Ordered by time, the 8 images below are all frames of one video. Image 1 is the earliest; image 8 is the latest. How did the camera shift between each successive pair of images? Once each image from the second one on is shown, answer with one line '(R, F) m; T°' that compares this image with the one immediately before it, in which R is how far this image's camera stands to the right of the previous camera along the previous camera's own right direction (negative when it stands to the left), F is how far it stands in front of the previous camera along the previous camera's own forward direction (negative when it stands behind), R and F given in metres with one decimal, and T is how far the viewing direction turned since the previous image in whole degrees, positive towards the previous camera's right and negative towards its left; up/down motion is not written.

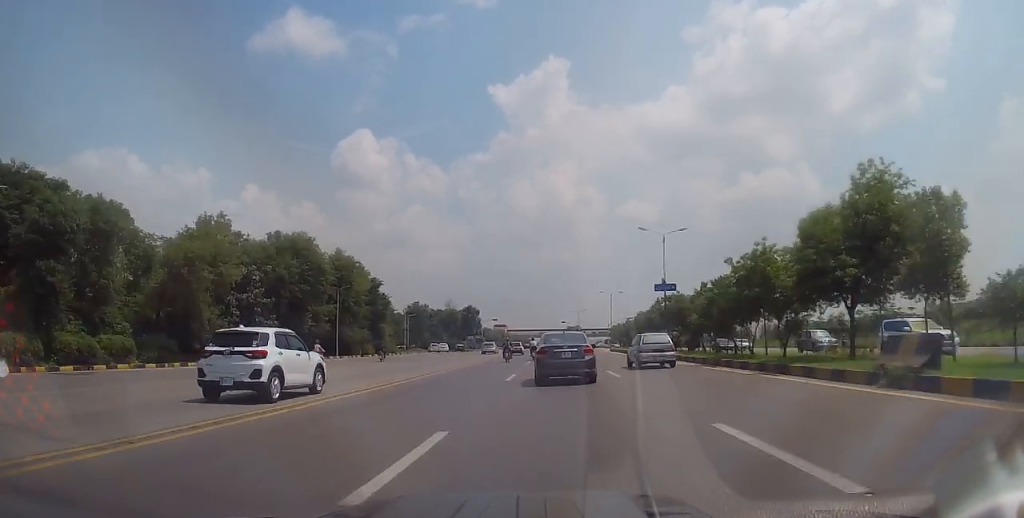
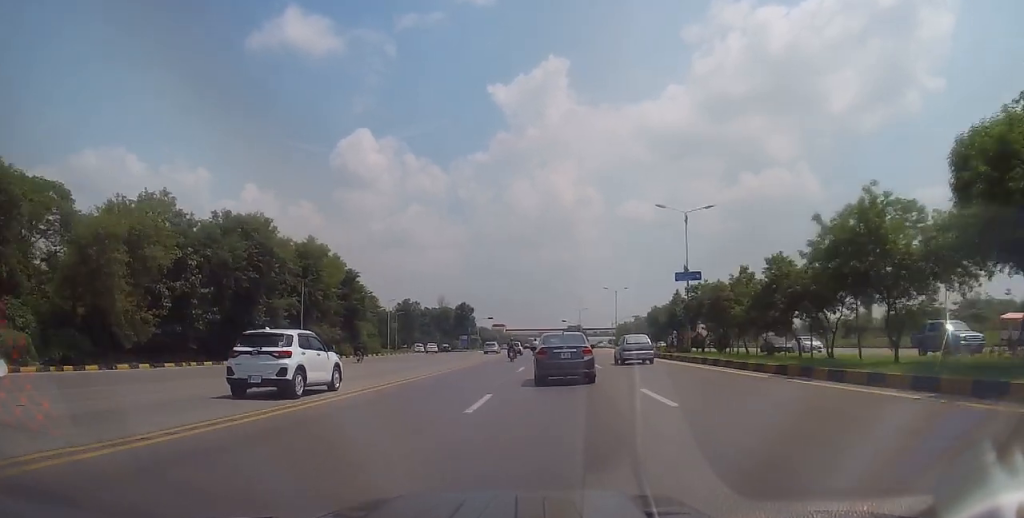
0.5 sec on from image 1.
(-0.3, +9.2) m; 0°
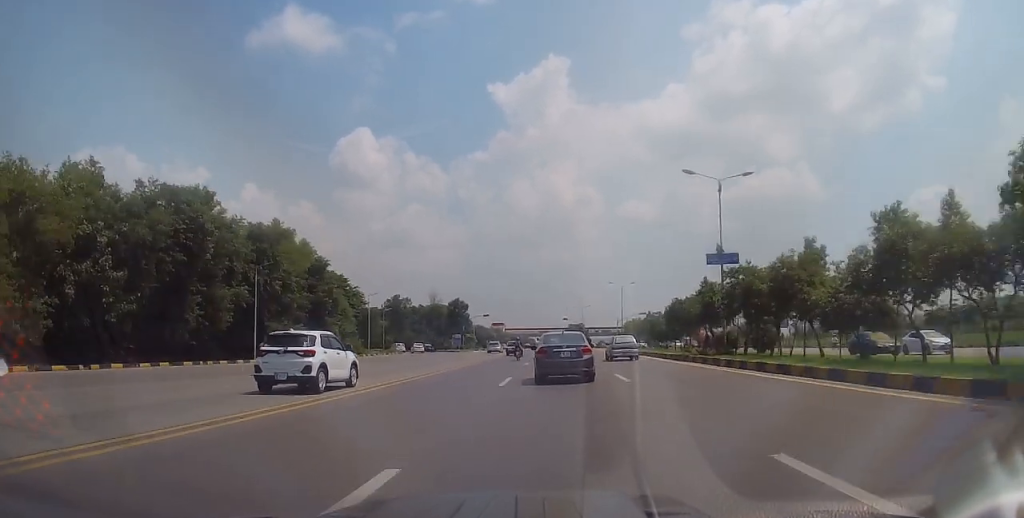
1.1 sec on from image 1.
(+0.2, +9.1) m; 0°
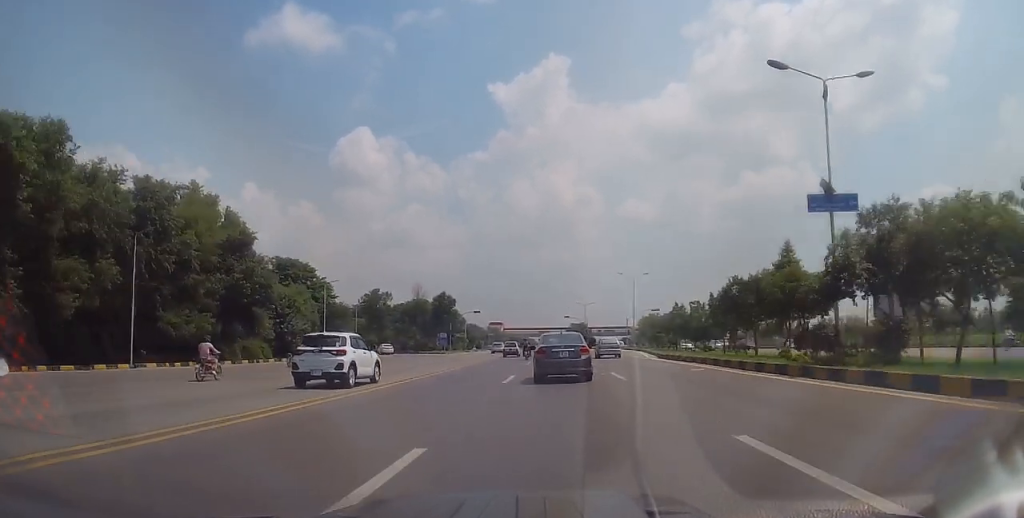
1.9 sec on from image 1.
(+0.3, +14.6) m; 0°
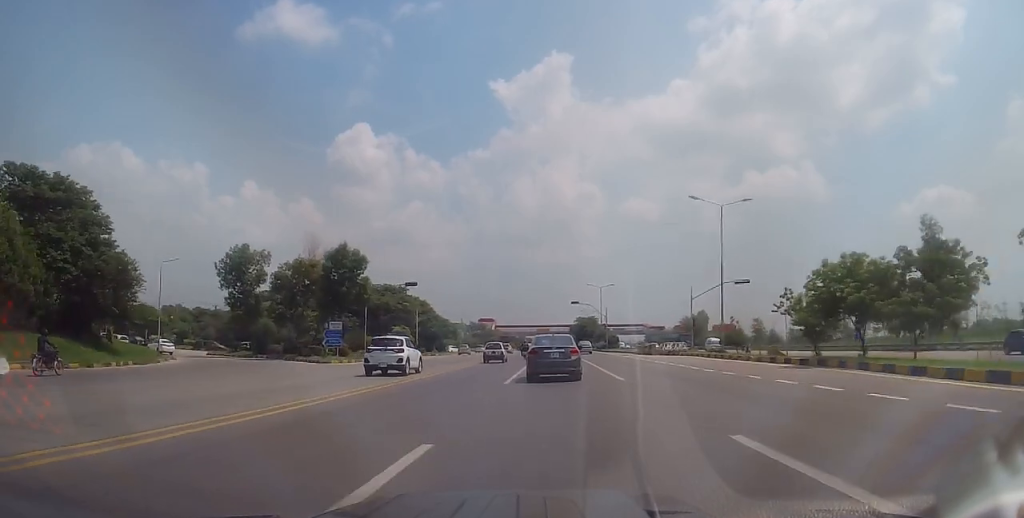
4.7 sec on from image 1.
(-0.4, +47.3) m; -1°
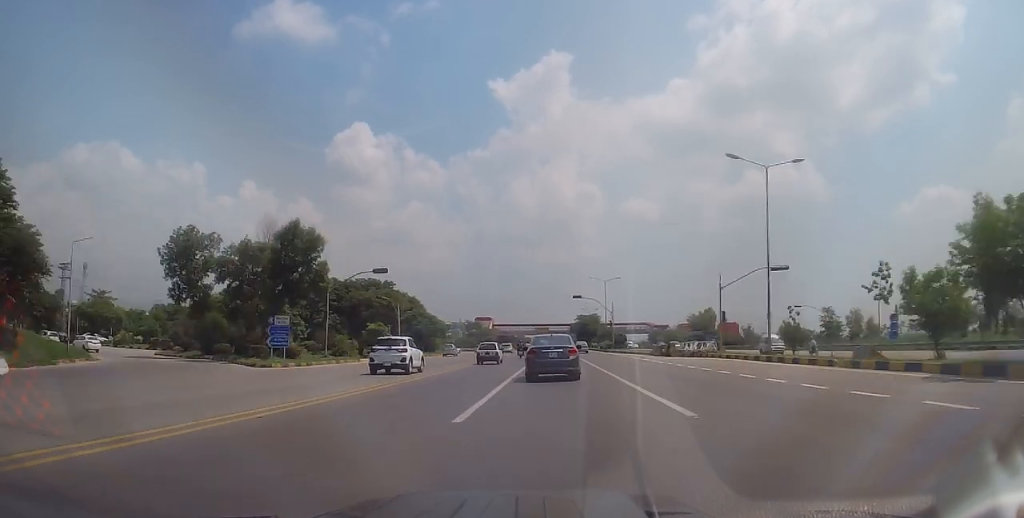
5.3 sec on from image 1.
(0.0, +9.6) m; 0°
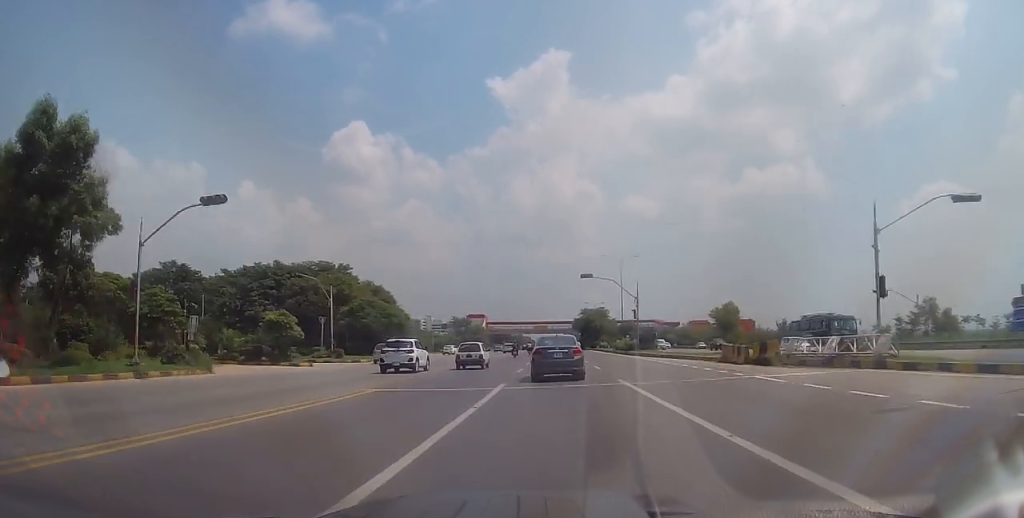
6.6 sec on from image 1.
(+0.3, +22.8) m; +1°
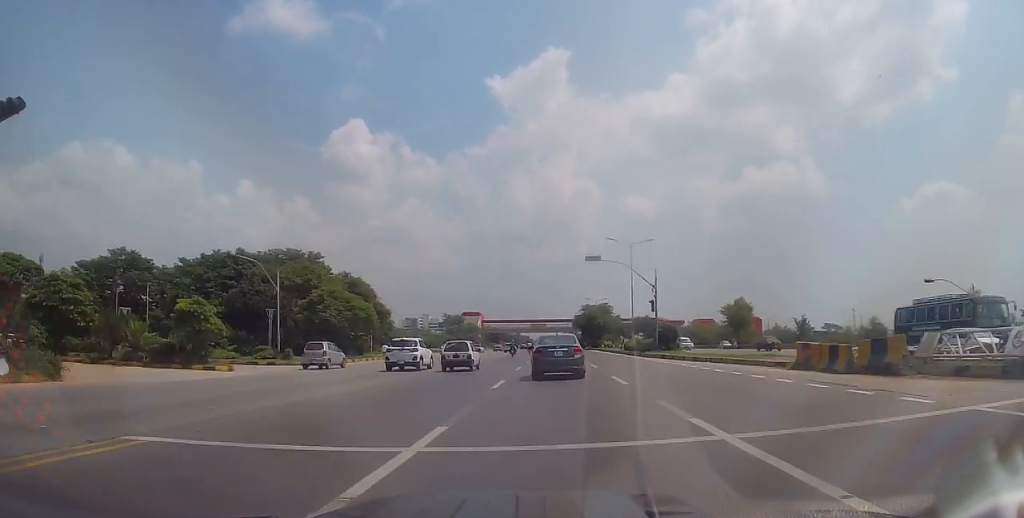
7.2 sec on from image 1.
(0.0, +10.3) m; -1°
